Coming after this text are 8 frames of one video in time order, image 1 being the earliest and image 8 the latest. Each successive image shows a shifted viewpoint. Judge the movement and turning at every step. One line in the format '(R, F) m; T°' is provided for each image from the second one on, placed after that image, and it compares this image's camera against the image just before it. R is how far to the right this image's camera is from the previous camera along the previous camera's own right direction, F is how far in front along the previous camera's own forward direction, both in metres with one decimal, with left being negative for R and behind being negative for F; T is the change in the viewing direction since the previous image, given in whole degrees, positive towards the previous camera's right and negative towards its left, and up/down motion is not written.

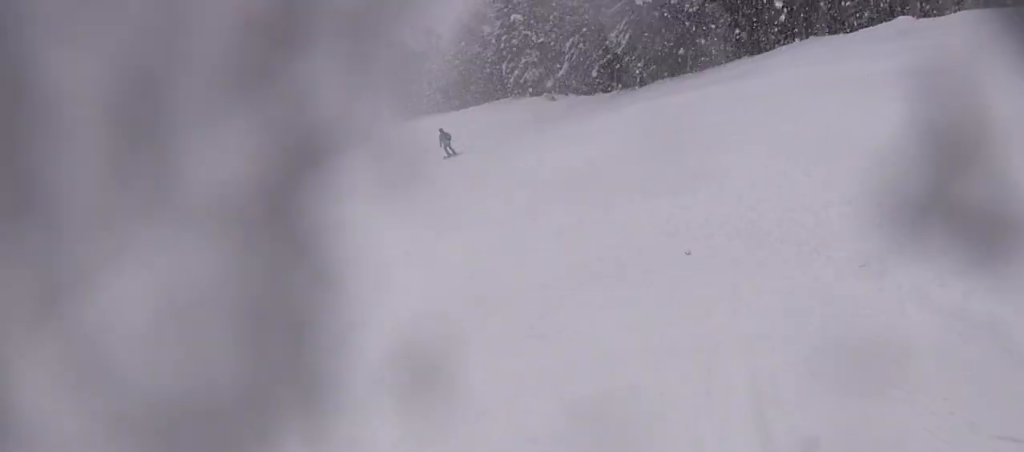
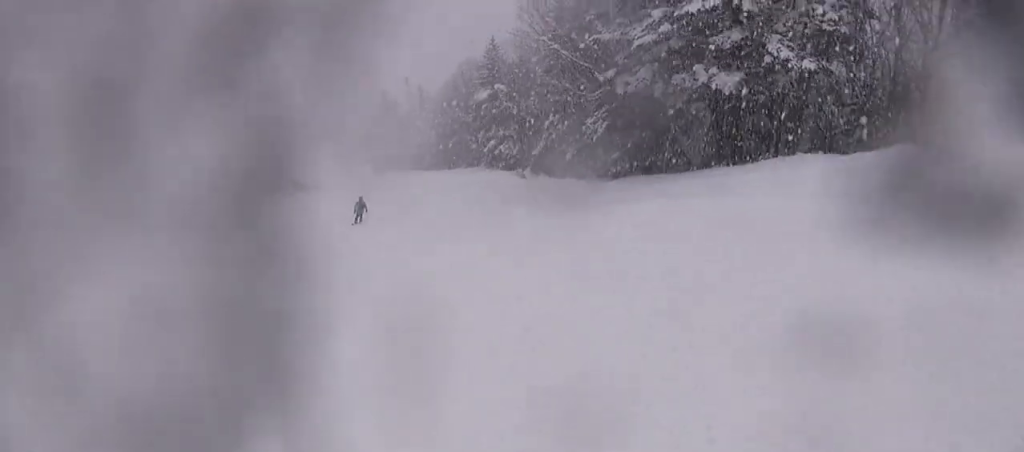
(+1.0, +2.3) m; -4°
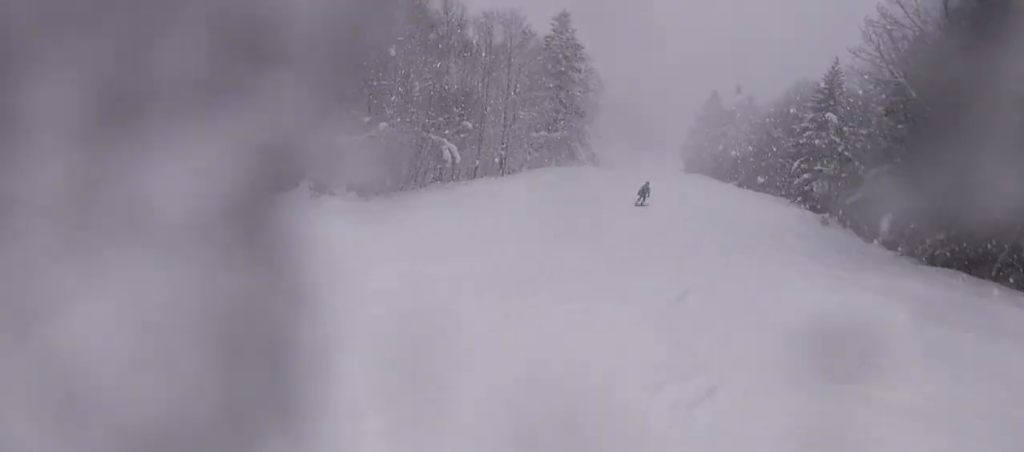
(-0.4, +2.5) m; -23°
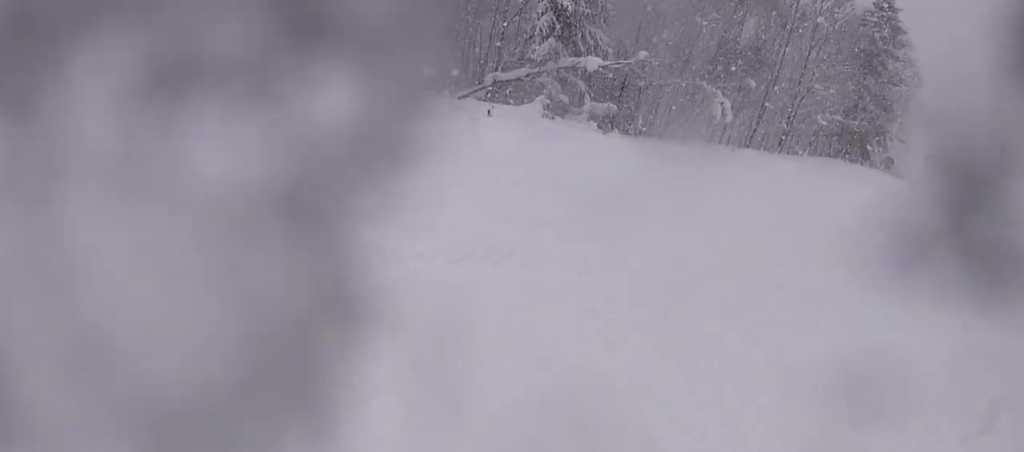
(-1.2, +3.1) m; -19°
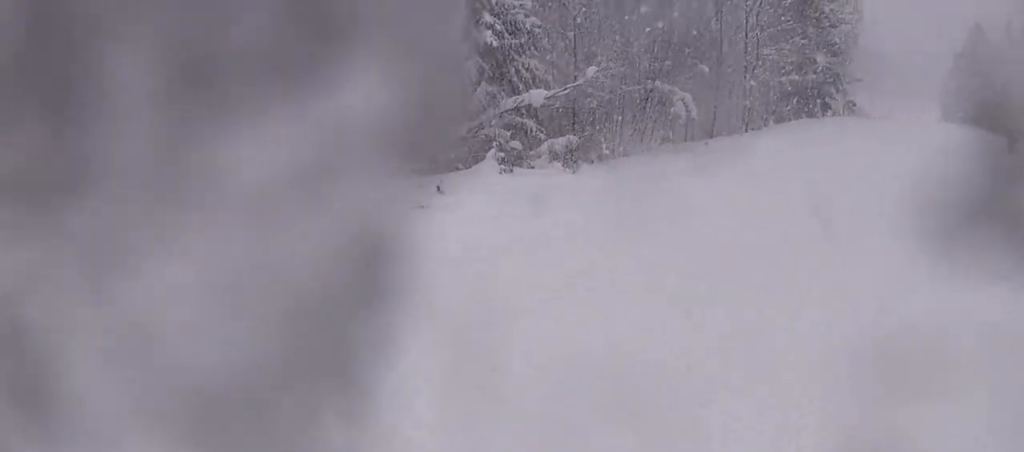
(+0.2, +3.6) m; +7°
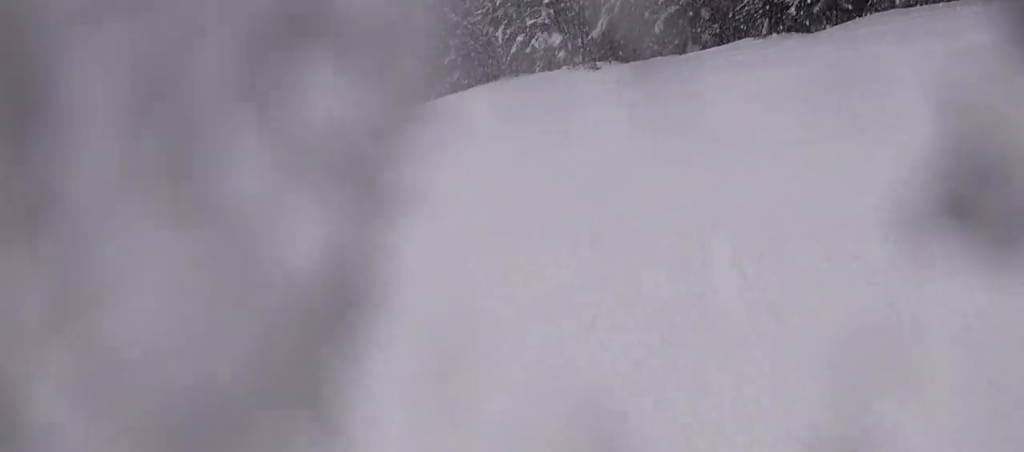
(+1.8, +4.3) m; +34°
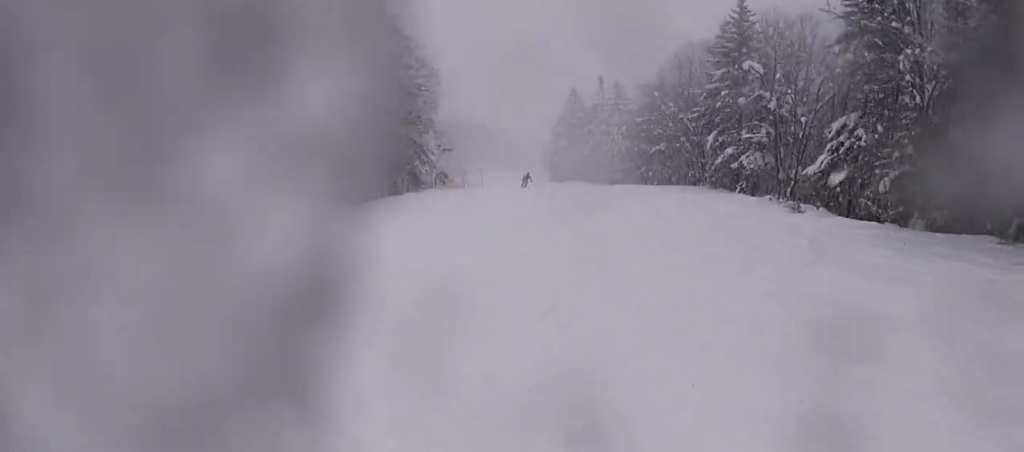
(-0.3, +3.9) m; -8°
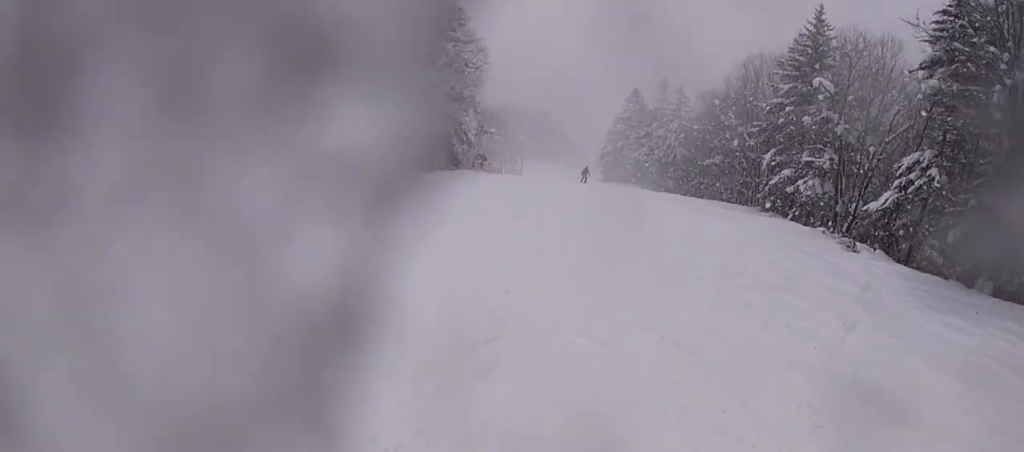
(-0.2, +2.2) m; -10°
